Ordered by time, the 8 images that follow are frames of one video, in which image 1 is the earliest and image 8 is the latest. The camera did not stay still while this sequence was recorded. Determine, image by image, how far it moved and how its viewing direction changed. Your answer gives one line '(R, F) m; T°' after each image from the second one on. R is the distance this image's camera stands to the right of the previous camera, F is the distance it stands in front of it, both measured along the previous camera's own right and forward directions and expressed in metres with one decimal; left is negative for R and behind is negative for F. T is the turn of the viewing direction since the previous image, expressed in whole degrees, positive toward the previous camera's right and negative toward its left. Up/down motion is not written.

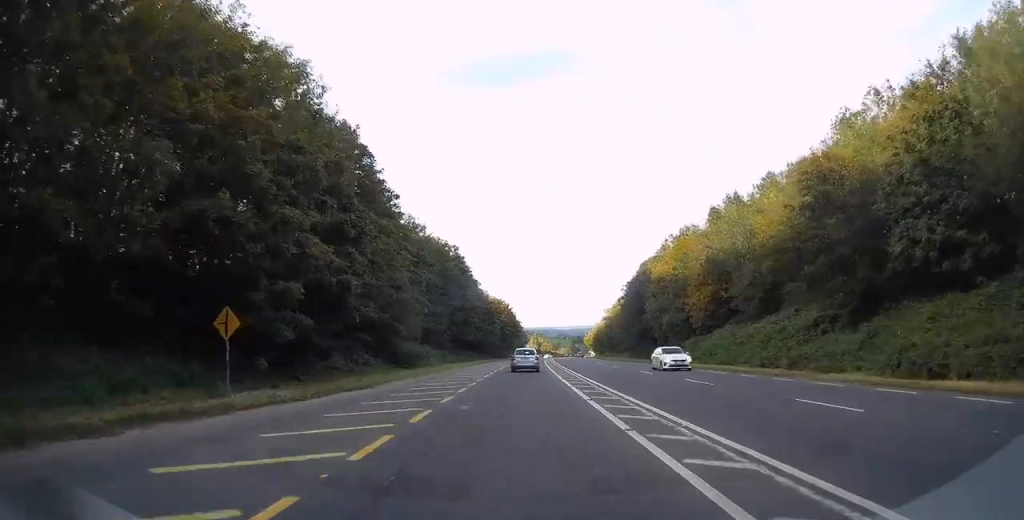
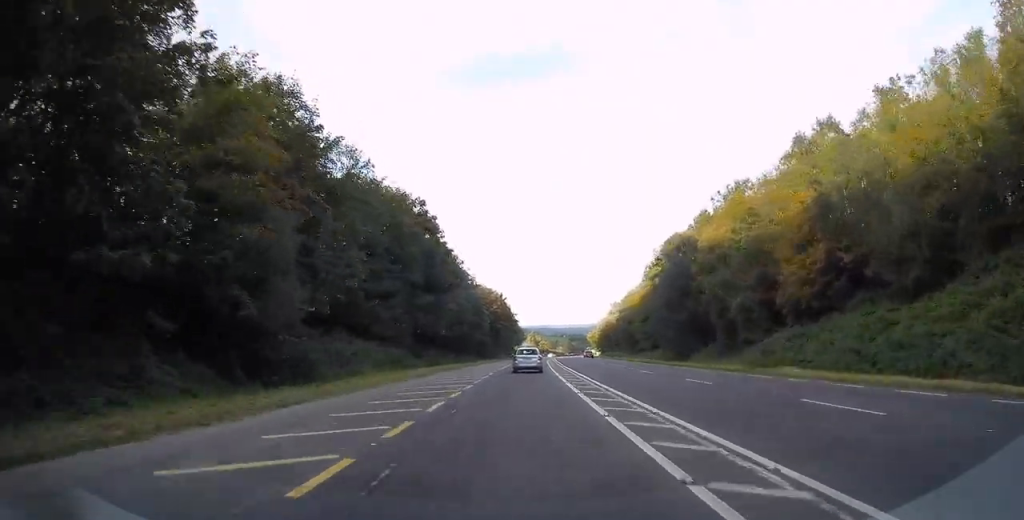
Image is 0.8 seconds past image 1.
(+0.1, +21.9) m; 0°
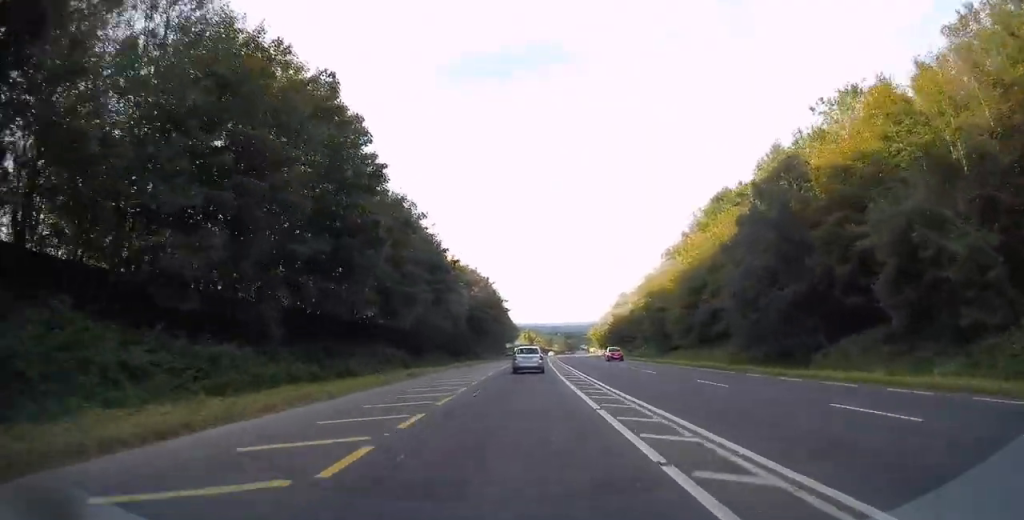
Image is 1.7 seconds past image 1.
(0.0, +23.7) m; 0°
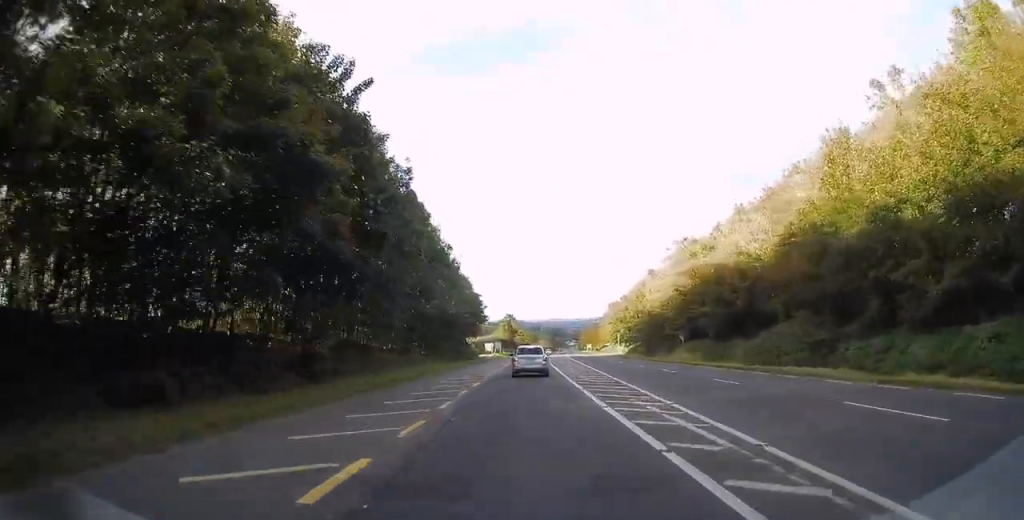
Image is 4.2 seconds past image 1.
(+0.9, +69.1) m; +2°
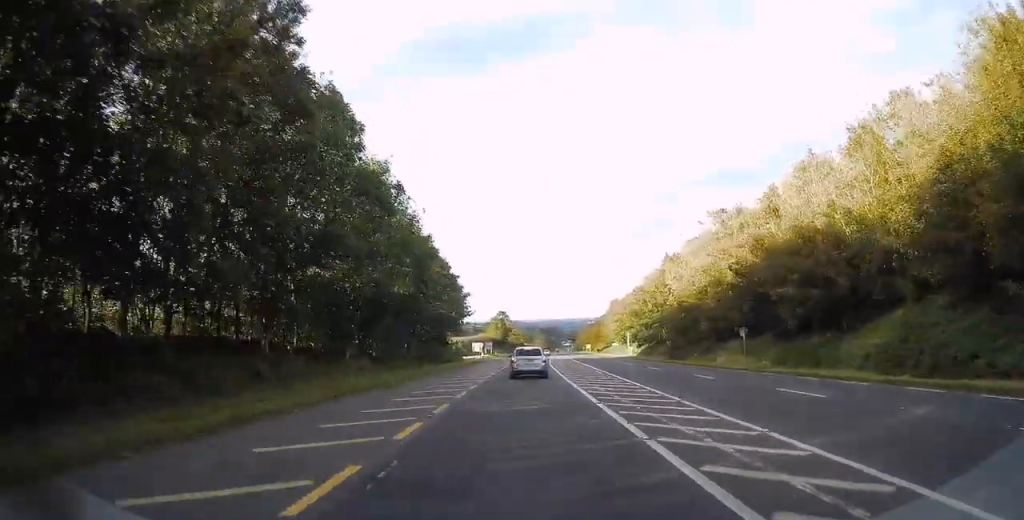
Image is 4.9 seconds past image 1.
(+0.1, +17.7) m; 0°
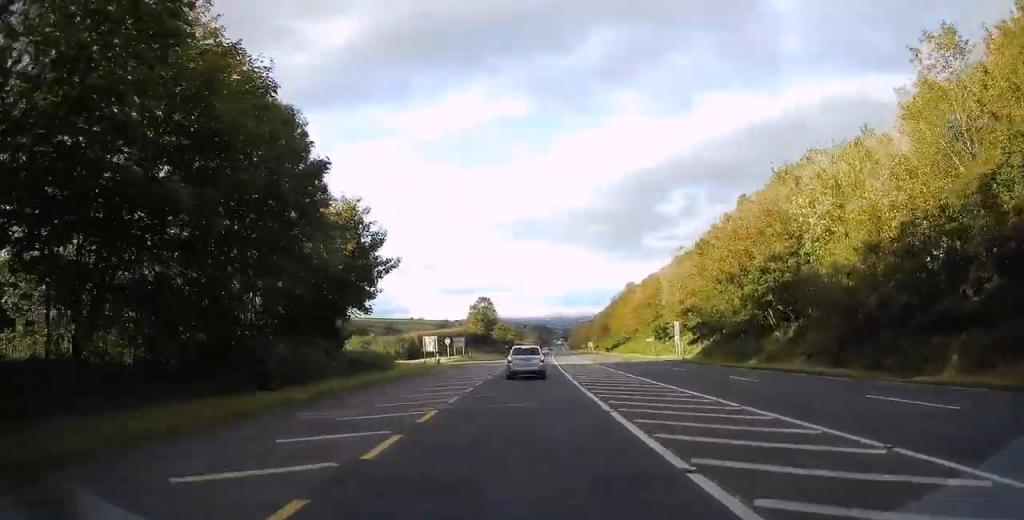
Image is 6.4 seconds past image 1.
(+0.2, +39.3) m; +1°
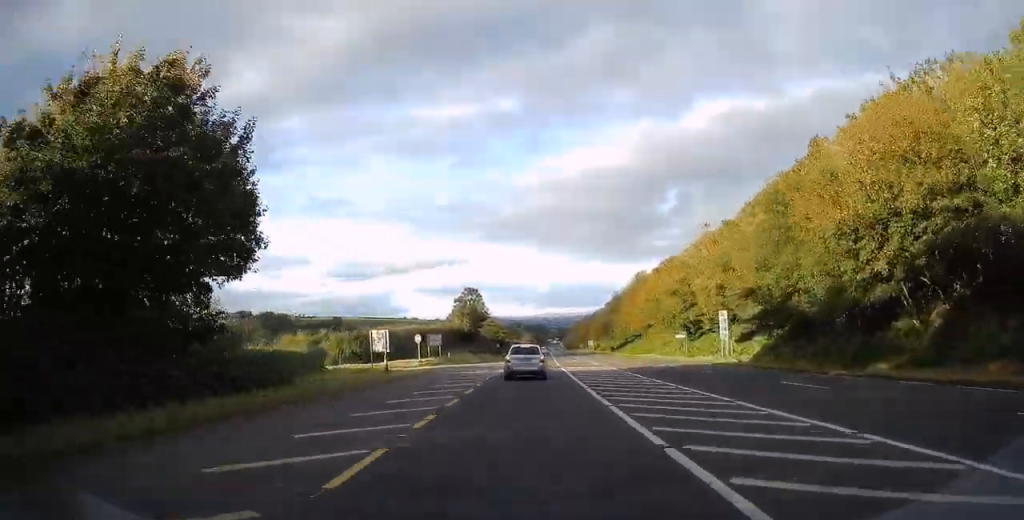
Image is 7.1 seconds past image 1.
(0.0, +17.3) m; +1°
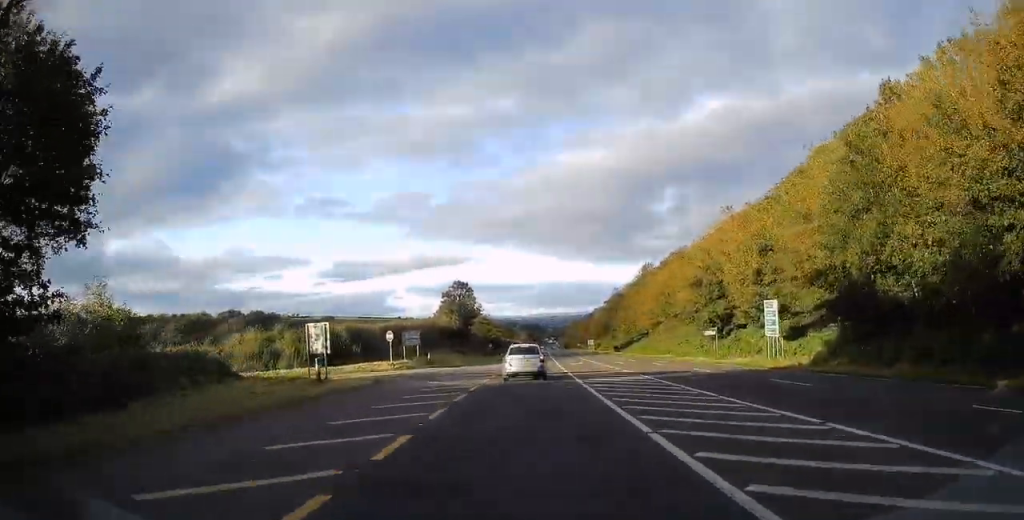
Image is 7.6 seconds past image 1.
(+0.1, +10.3) m; +1°
